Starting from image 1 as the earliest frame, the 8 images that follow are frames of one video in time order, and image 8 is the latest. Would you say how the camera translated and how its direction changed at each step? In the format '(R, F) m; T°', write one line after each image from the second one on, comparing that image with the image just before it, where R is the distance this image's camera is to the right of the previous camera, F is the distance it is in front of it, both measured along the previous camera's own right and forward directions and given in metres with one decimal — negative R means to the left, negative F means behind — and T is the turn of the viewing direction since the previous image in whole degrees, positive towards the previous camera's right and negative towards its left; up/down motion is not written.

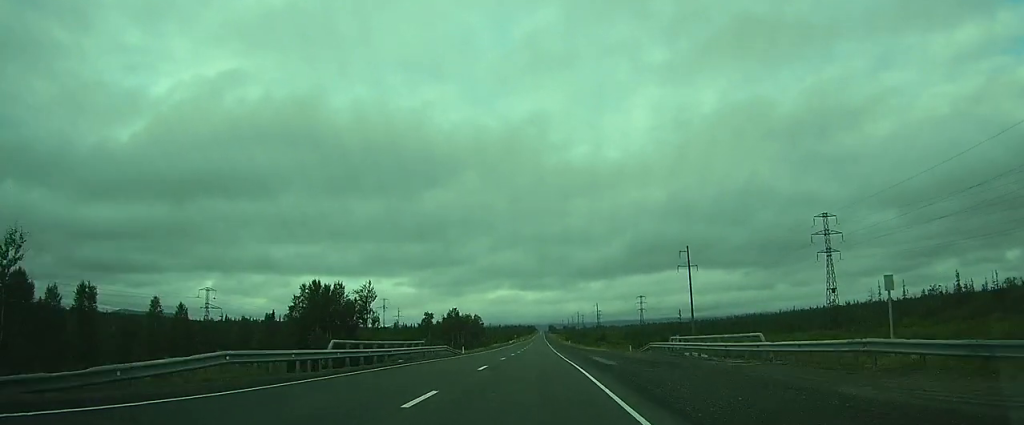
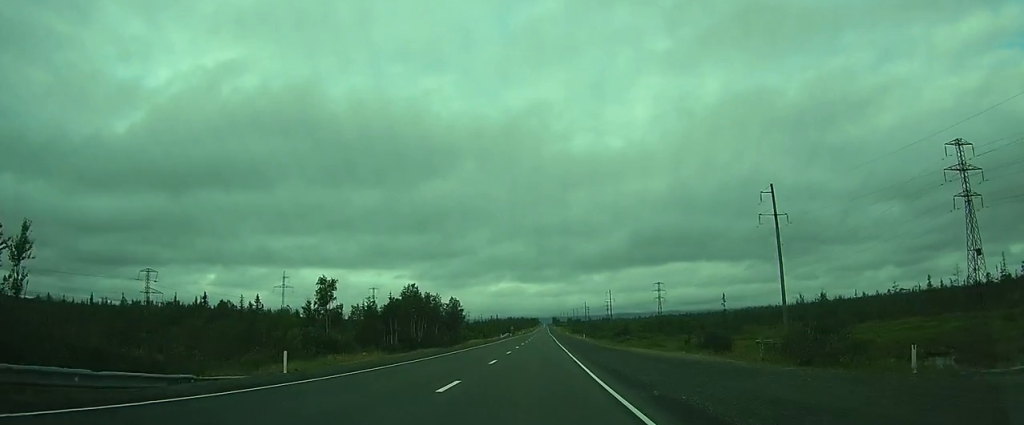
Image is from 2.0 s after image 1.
(0.0, +47.0) m; +1°
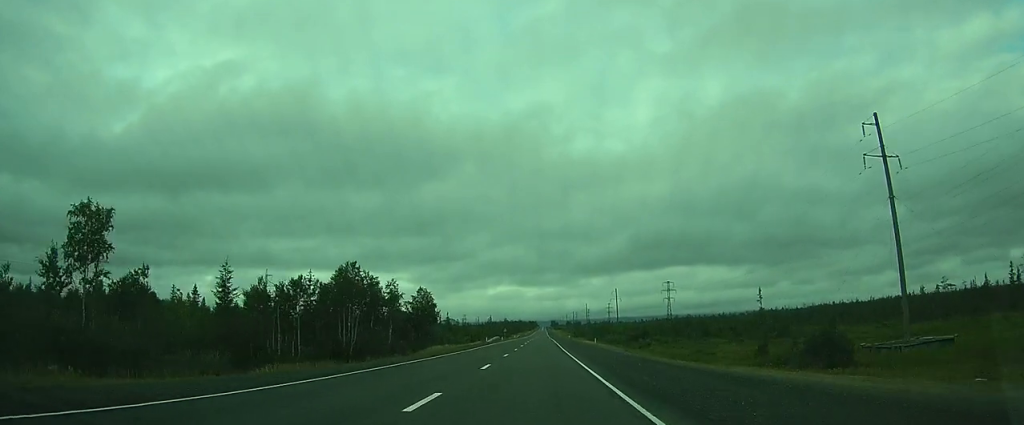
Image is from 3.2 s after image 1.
(+0.1, +27.7) m; 0°
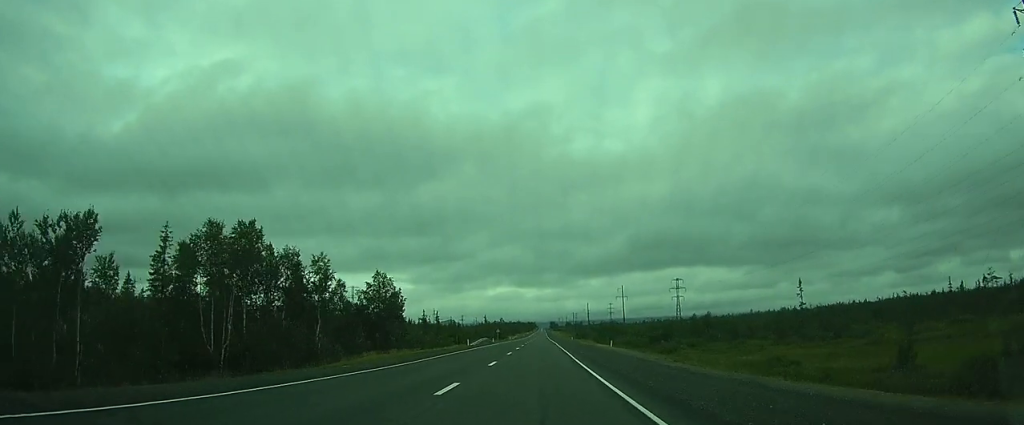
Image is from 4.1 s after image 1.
(0.0, +21.1) m; 0°
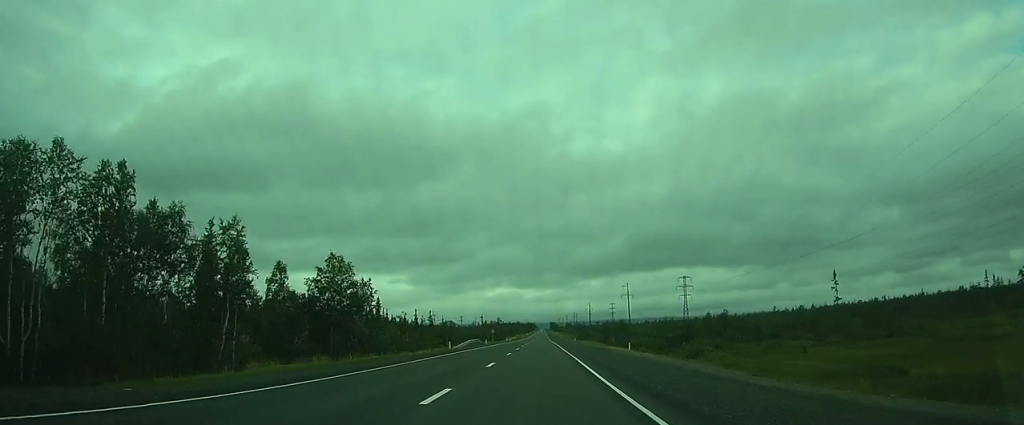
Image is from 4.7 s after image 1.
(0.0, +13.4) m; 0°
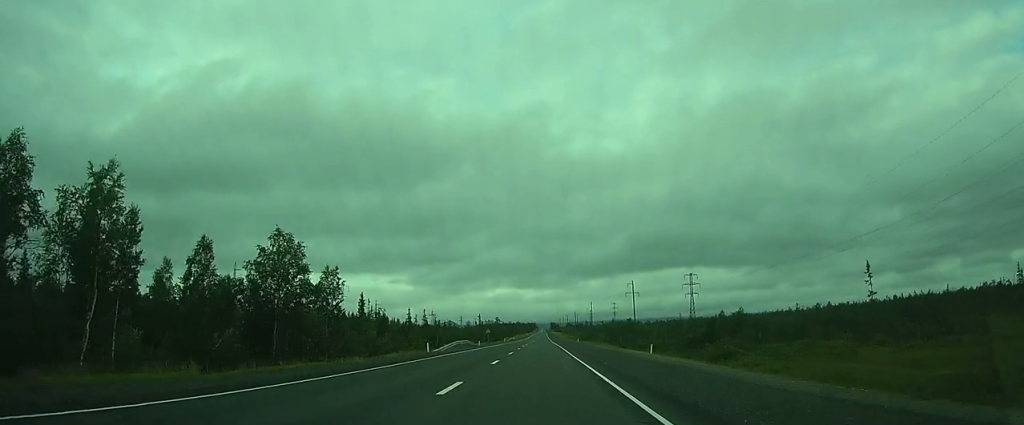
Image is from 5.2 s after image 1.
(0.0, +10.3) m; 0°
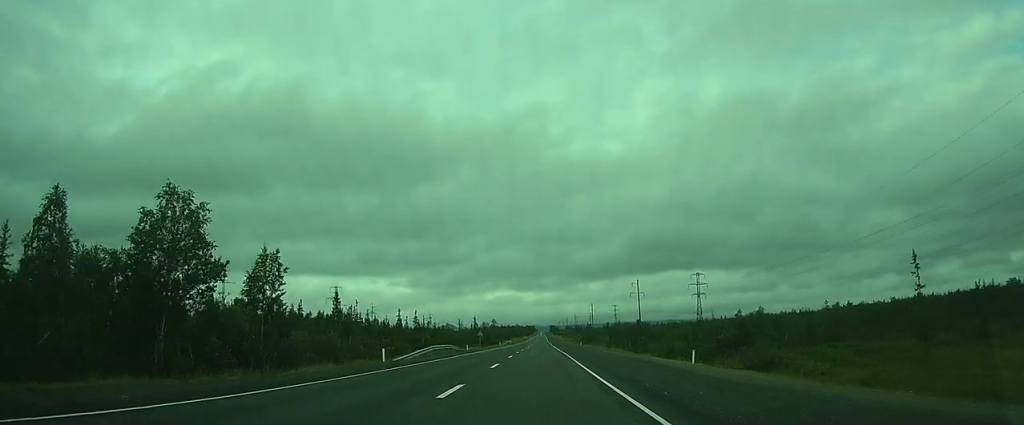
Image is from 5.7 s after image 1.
(0.0, +11.7) m; 0°
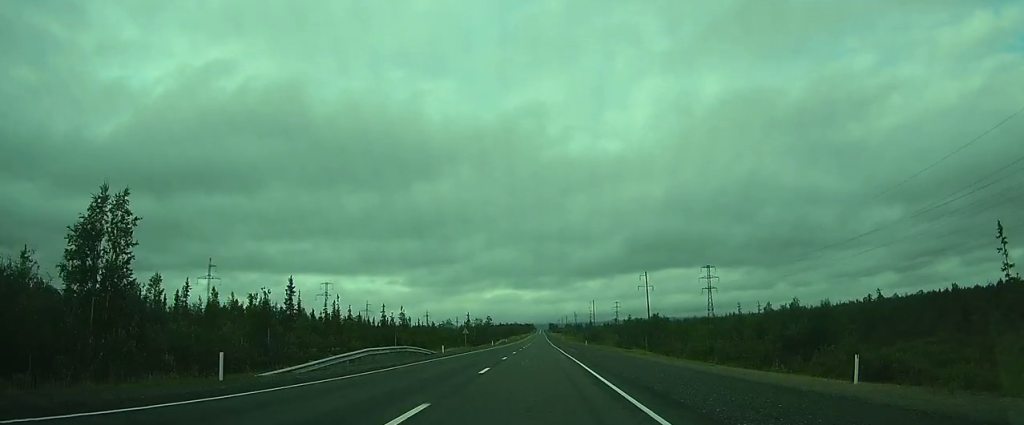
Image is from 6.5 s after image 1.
(0.0, +15.9) m; 0°
